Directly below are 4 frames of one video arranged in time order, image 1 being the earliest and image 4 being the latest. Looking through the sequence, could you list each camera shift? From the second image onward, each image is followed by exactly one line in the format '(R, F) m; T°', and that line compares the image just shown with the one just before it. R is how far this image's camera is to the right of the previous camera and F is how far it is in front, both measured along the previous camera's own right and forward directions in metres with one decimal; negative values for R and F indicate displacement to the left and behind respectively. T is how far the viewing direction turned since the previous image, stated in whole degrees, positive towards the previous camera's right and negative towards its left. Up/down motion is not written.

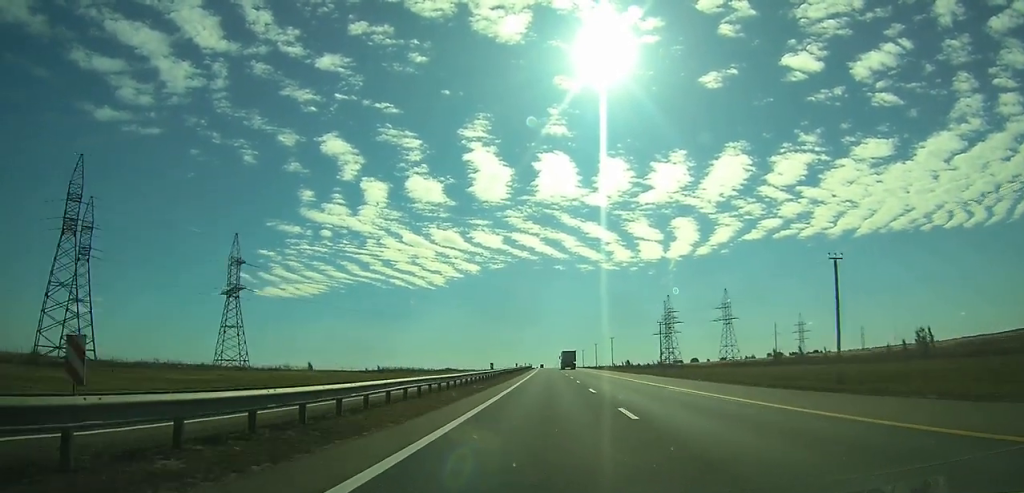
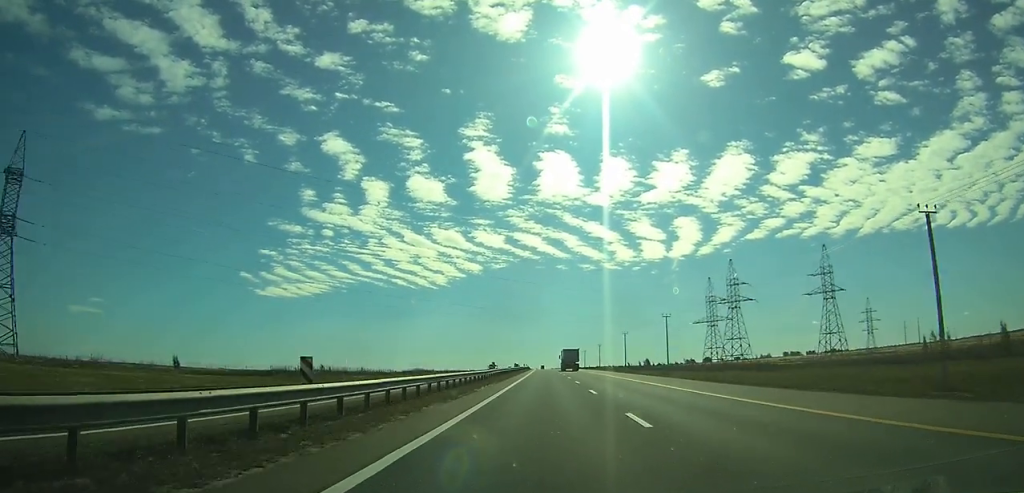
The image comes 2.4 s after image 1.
(-0.5, +73.2) m; -1°
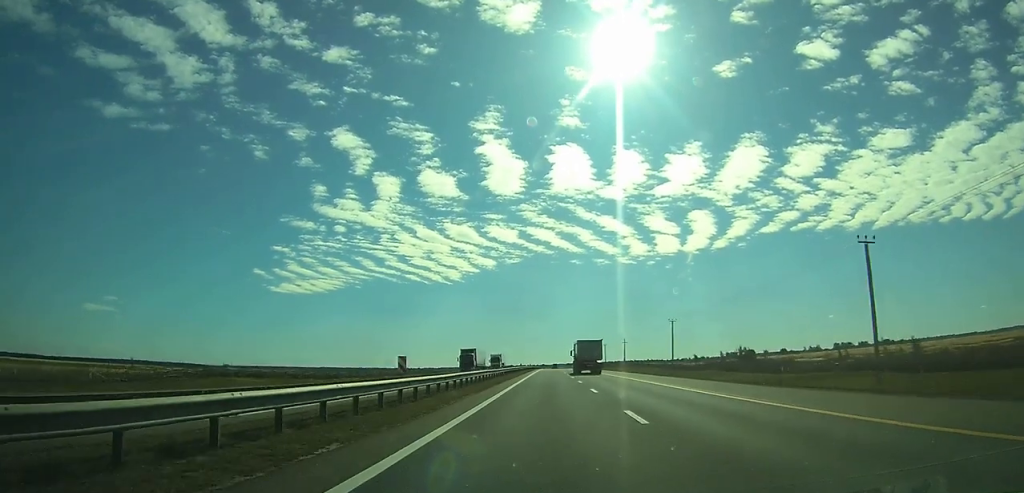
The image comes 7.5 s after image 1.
(-1.7, +154.1) m; -1°
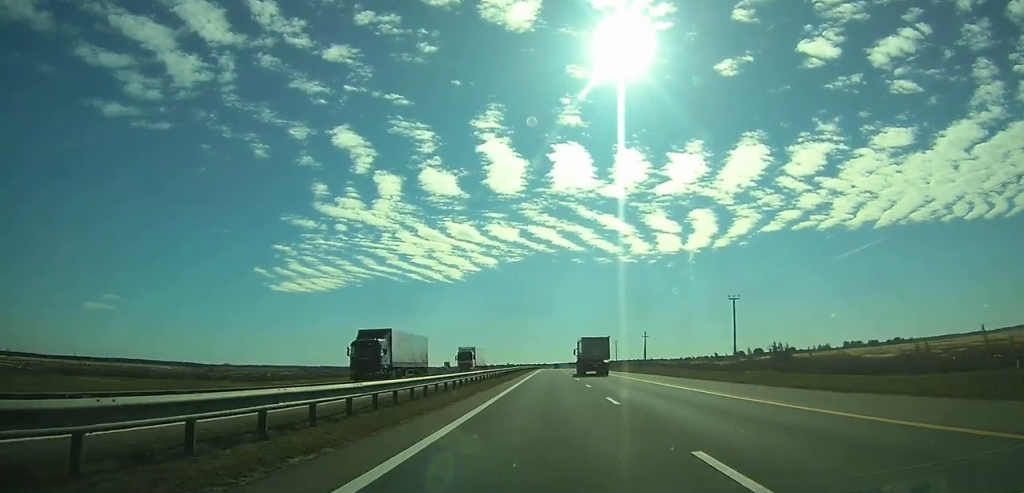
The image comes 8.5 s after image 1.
(-0.1, +30.5) m; 0°
